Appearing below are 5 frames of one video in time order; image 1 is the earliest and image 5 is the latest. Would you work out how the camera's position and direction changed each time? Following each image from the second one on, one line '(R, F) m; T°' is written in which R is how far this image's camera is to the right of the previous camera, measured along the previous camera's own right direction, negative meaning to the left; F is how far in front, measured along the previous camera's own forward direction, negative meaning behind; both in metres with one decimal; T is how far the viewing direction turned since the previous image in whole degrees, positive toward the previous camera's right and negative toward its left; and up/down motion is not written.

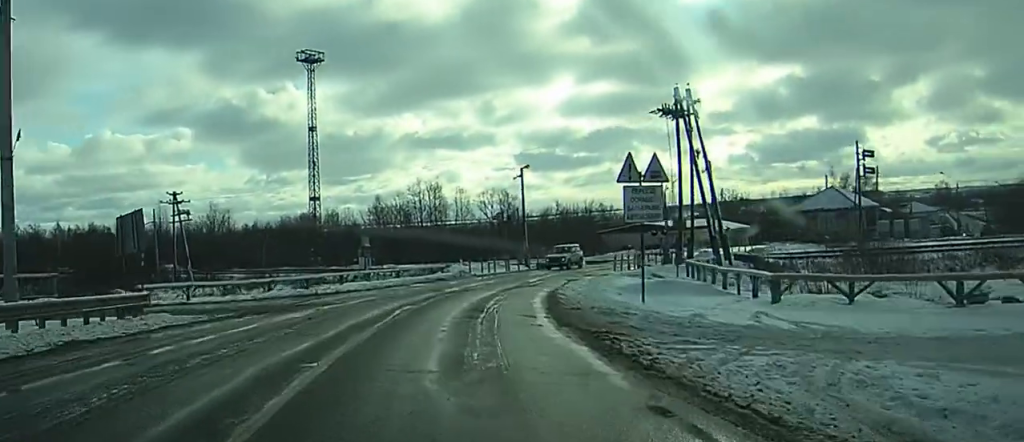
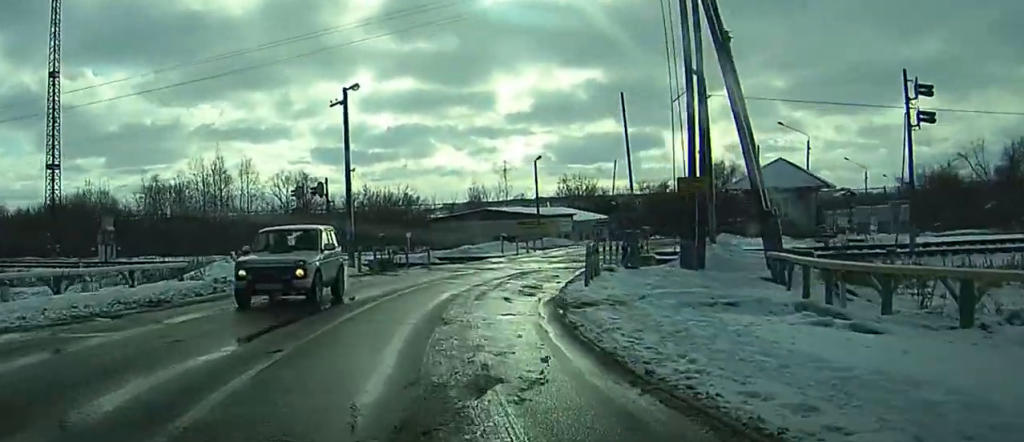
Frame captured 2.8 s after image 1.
(+11.0, +25.2) m; +33°
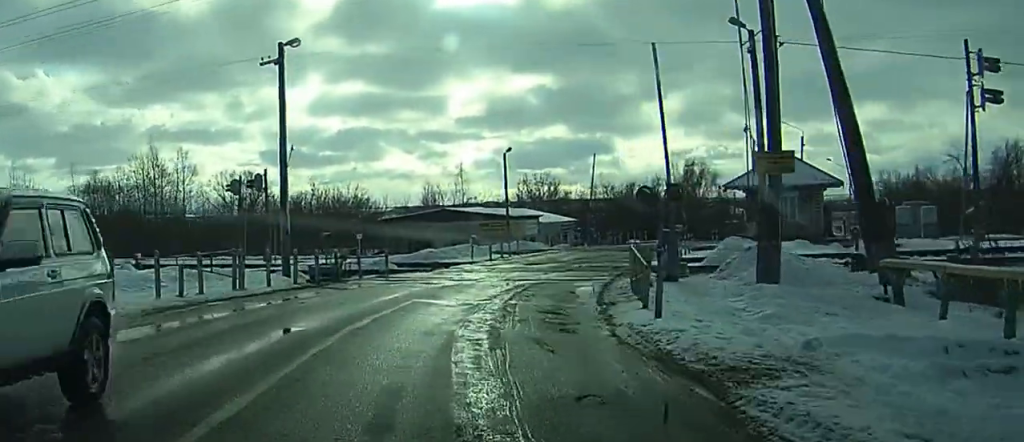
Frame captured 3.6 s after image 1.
(0.0, +7.9) m; +3°
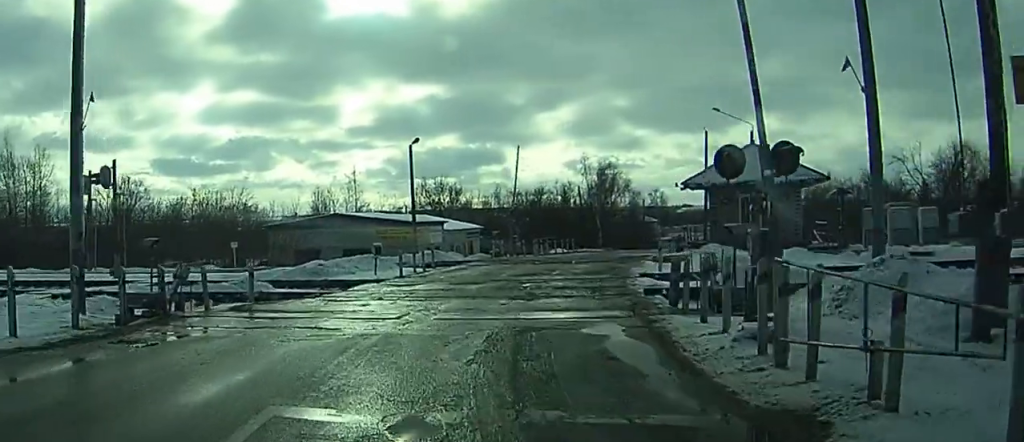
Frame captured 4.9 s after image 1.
(+0.7, +10.6) m; +6°
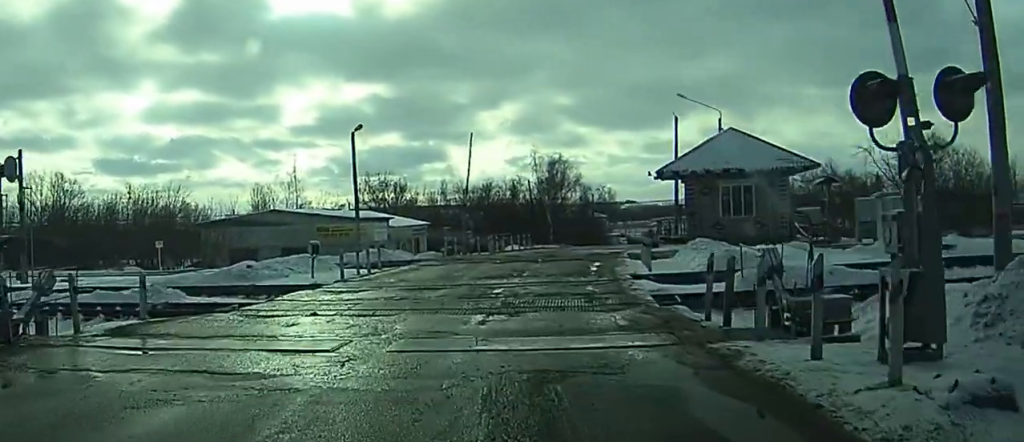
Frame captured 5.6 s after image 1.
(0.0, +4.9) m; +2°
